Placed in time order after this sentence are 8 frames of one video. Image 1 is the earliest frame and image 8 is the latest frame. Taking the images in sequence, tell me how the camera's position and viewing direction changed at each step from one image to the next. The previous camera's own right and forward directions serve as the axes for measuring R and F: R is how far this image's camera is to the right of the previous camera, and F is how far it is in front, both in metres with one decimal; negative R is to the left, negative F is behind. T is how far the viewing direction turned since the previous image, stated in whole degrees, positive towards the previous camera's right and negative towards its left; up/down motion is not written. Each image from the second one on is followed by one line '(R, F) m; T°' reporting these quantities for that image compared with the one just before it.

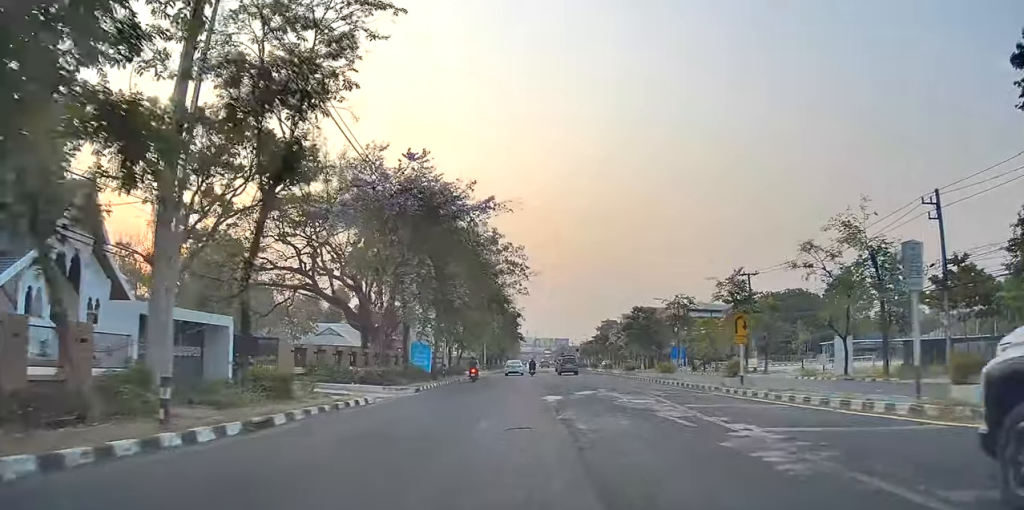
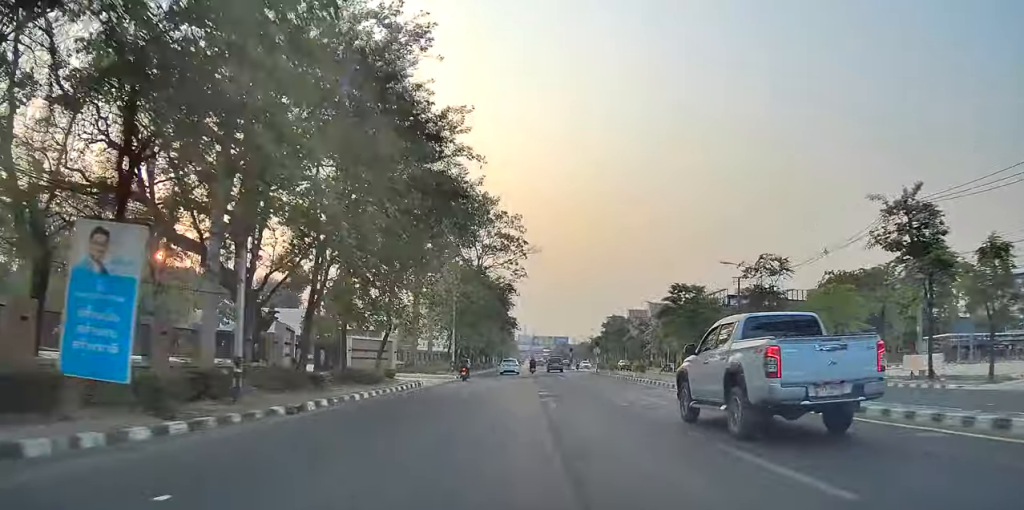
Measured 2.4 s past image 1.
(+0.3, +31.5) m; +1°
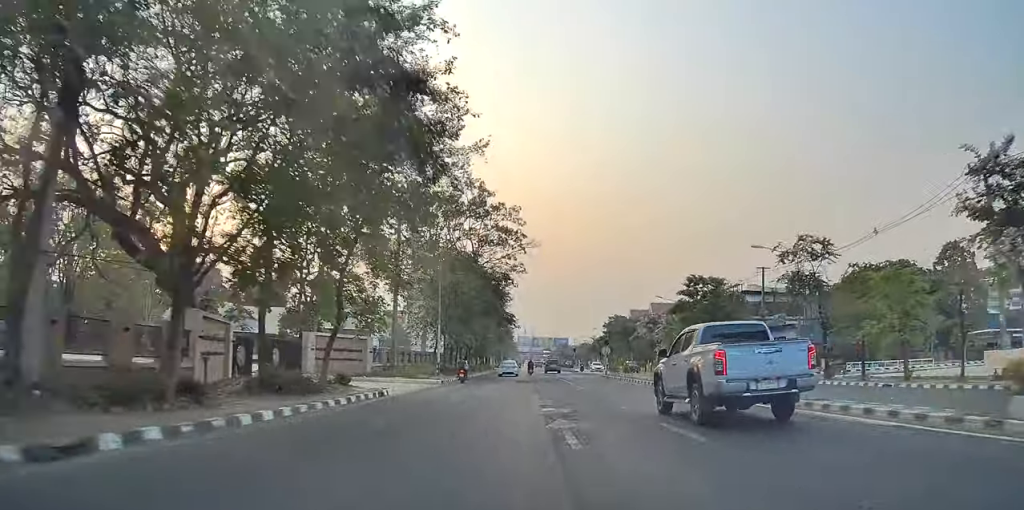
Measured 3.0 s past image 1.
(+0.1, +8.3) m; 0°
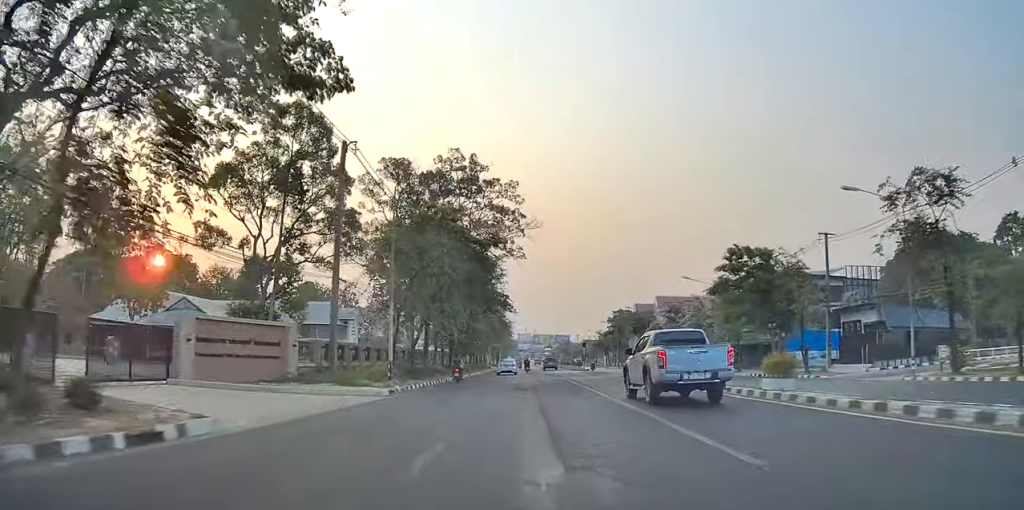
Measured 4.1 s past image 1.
(0.0, +15.0) m; -1°
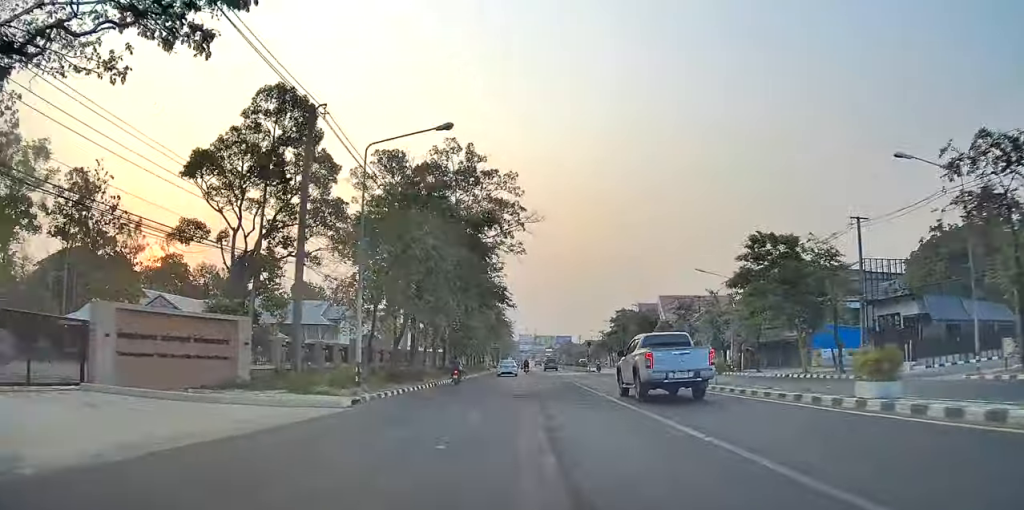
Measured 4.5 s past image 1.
(-0.1, +5.5) m; -1°
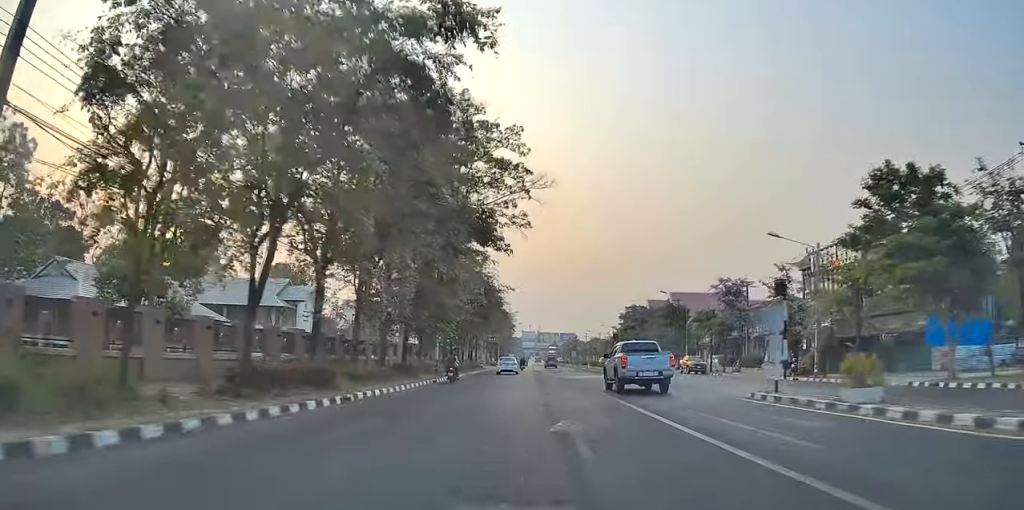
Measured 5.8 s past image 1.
(-0.4, +18.3) m; 0°
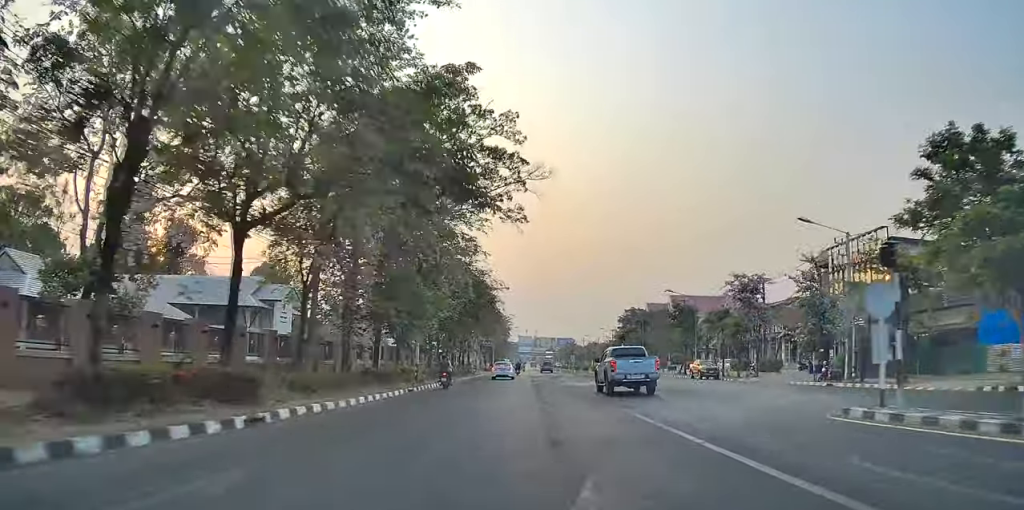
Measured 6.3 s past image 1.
(0.0, +6.3) m; 0°
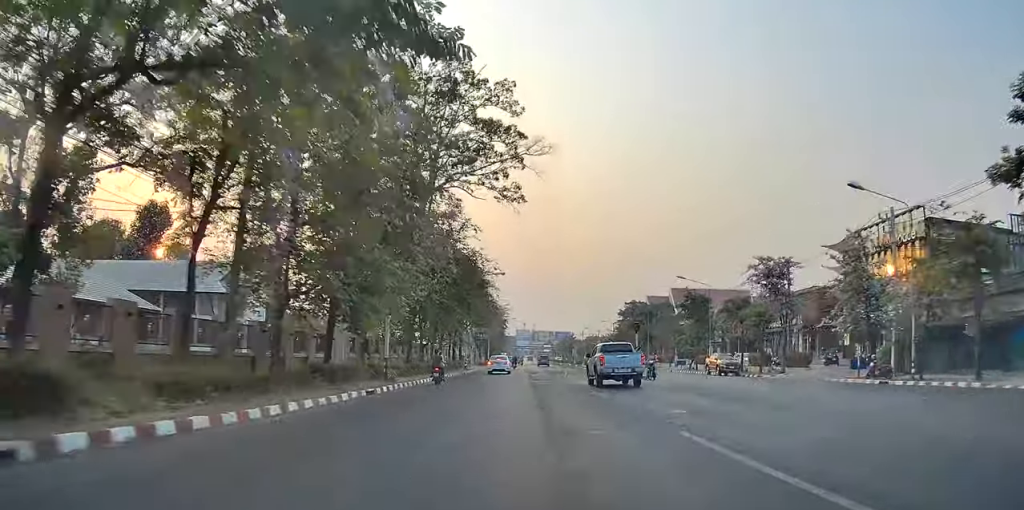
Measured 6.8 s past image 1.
(+0.3, +7.1) m; 0°
